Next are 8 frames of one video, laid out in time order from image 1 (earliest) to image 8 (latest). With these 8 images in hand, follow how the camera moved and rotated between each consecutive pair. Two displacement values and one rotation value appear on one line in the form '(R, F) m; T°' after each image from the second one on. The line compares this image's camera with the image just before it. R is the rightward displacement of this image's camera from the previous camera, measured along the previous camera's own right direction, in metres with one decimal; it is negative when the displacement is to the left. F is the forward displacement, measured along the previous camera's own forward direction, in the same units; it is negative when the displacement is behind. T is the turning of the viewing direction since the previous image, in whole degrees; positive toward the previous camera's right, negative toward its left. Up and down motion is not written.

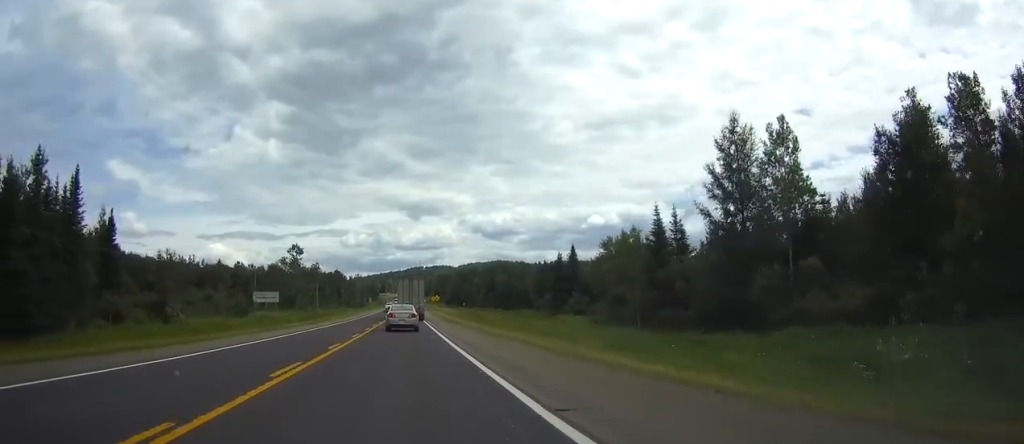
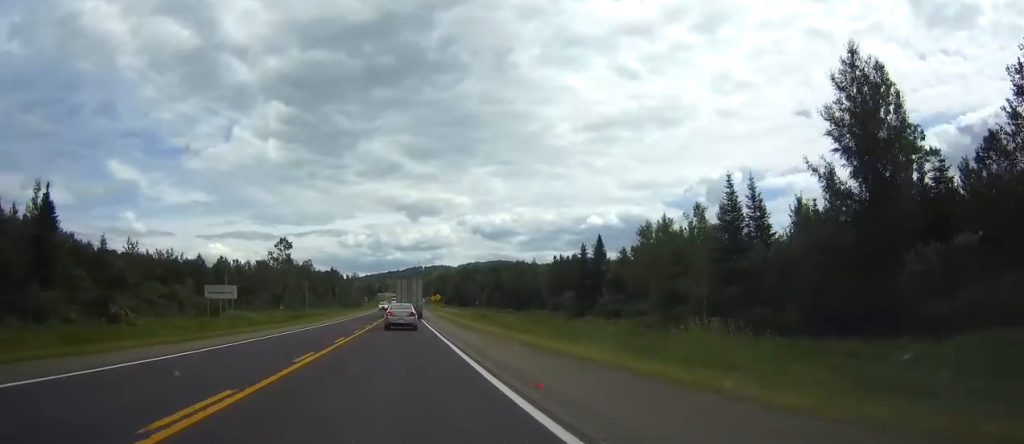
(0.0, +14.6) m; 0°
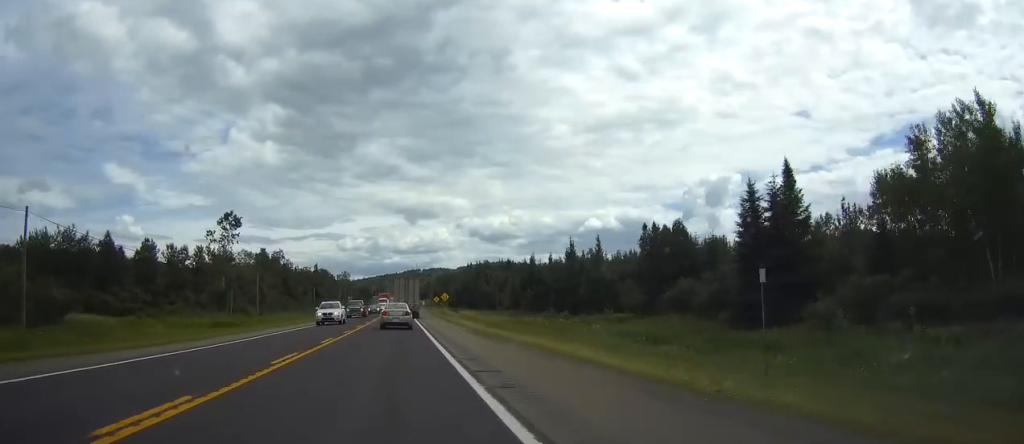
(-0.2, +44.9) m; 0°
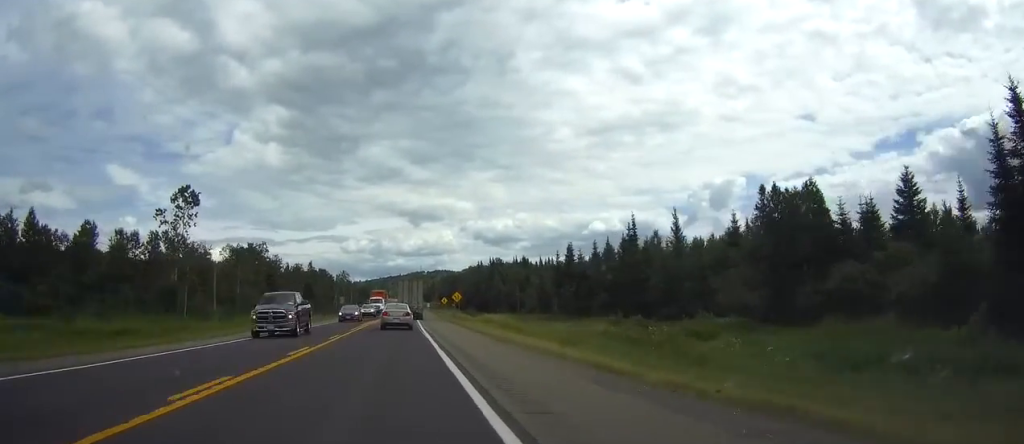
(0.0, +23.9) m; 0°
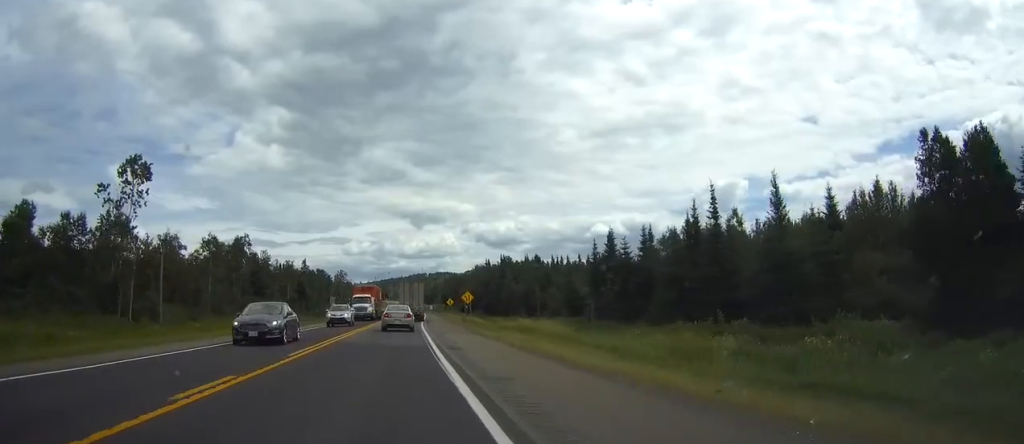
(0.0, +17.6) m; 0°
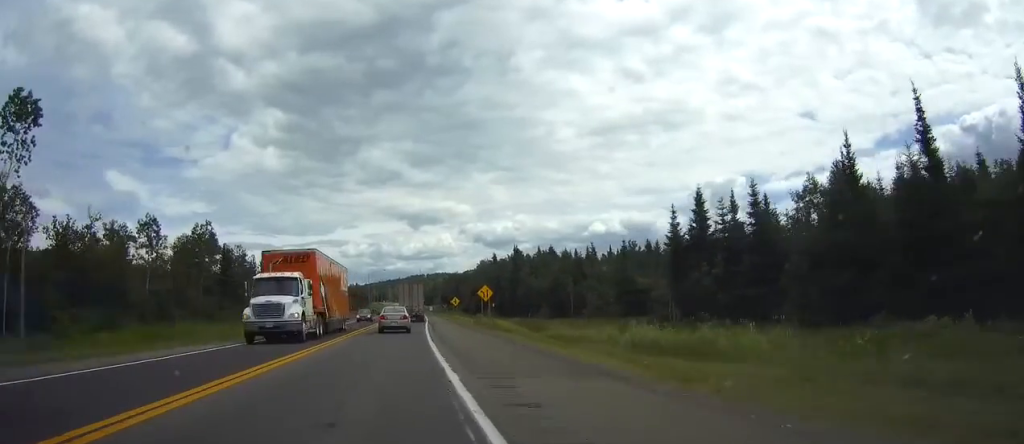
(-0.1, +23.6) m; 0°
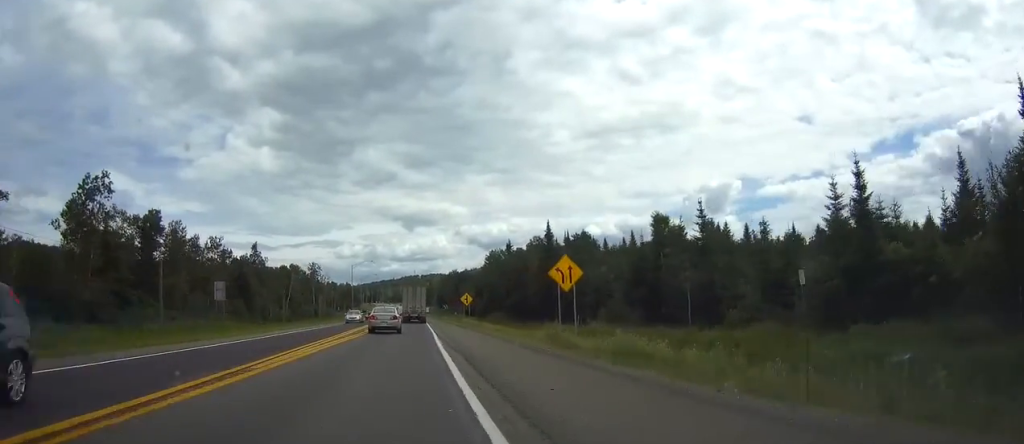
(+0.2, +37.3) m; +1°
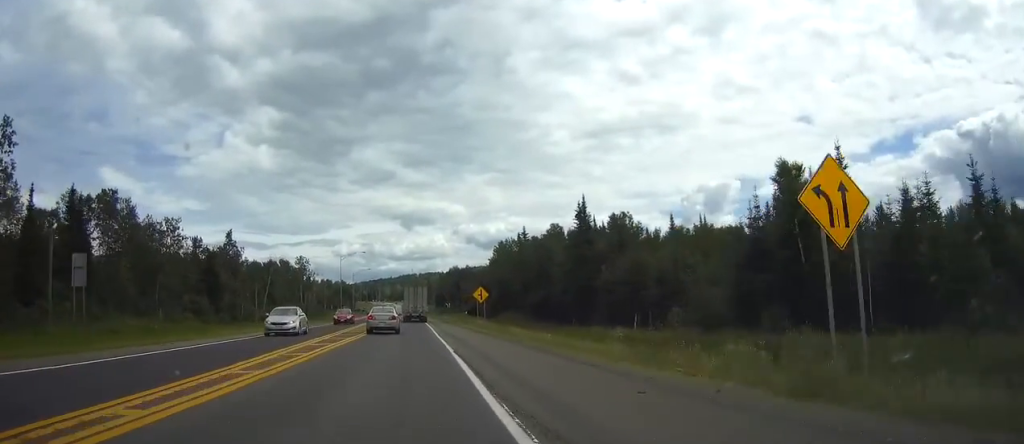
(0.0, +20.7) m; 0°
